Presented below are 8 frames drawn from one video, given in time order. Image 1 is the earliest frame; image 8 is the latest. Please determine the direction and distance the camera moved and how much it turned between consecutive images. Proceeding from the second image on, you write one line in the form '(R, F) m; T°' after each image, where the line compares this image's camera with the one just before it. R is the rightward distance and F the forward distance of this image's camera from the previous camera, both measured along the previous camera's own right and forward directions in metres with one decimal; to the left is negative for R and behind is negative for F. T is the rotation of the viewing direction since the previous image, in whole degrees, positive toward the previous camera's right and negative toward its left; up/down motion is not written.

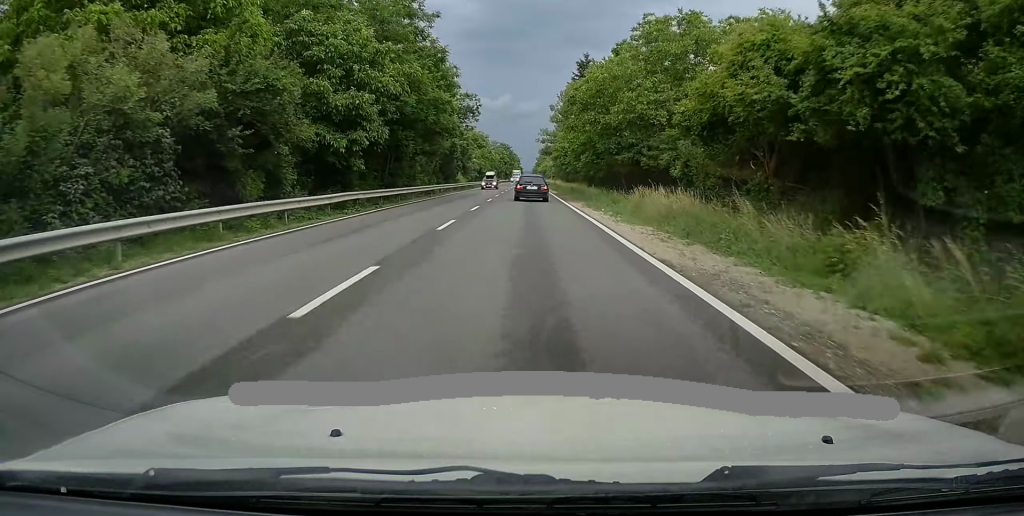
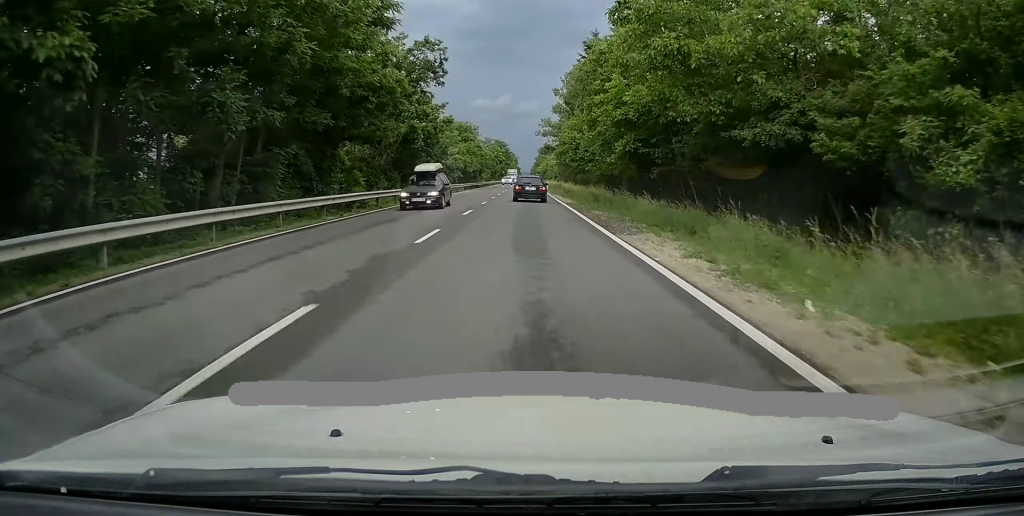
(0.0, +20.1) m; 0°
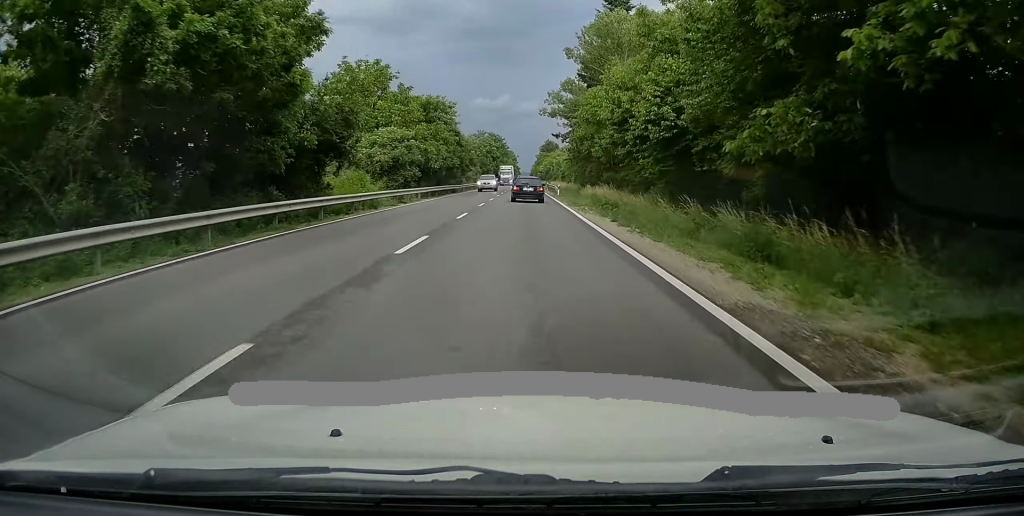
(0.0, +27.8) m; +1°
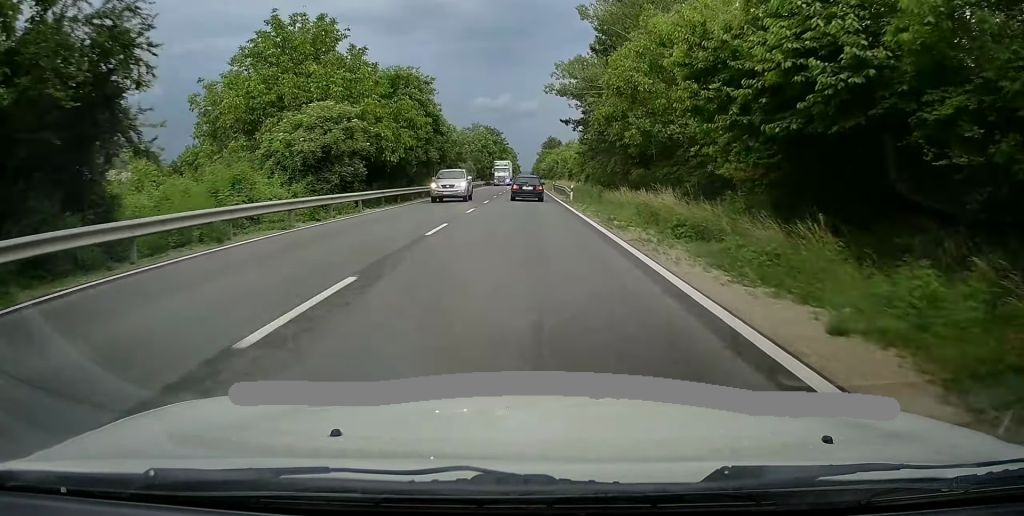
(0.0, +14.7) m; +1°
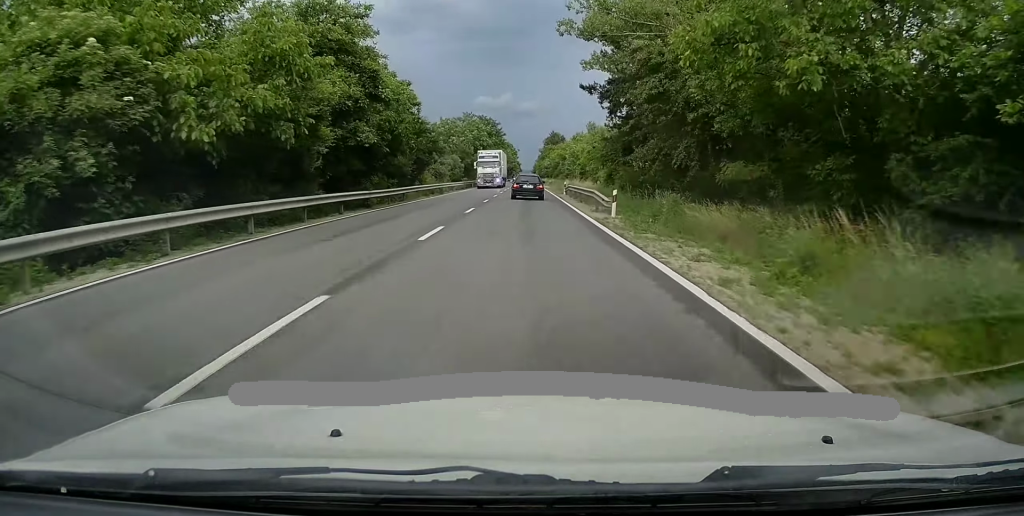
(+0.2, +18.6) m; +1°
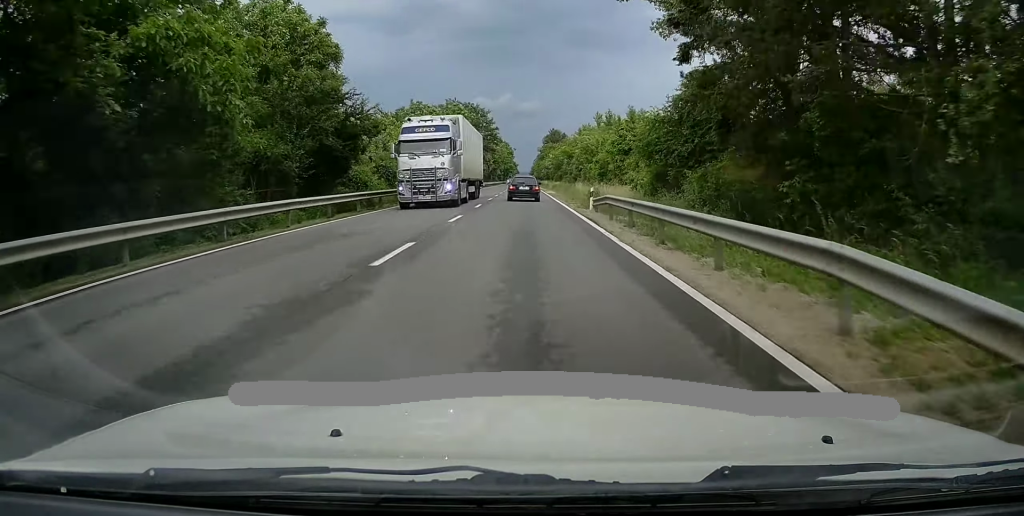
(0.0, +21.3) m; 0°
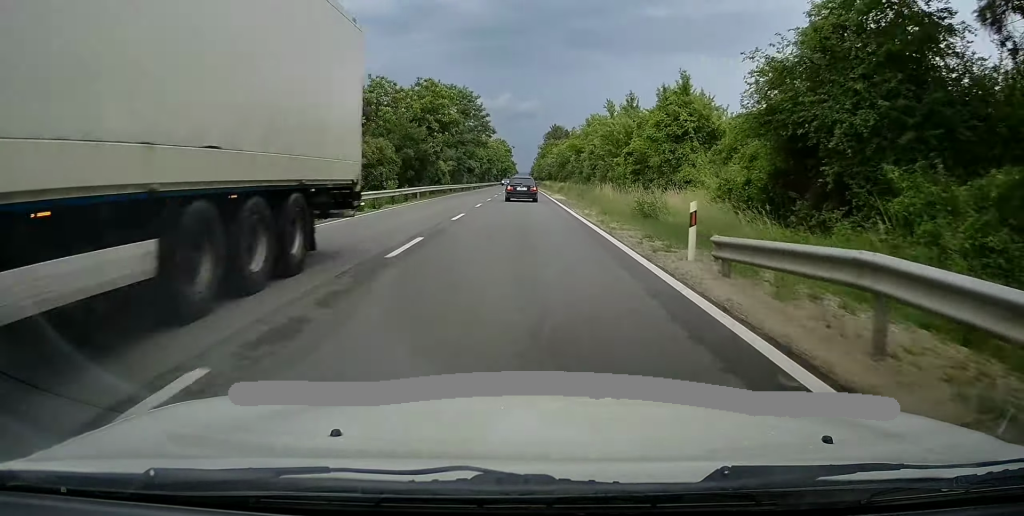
(0.0, +16.7) m; 0°
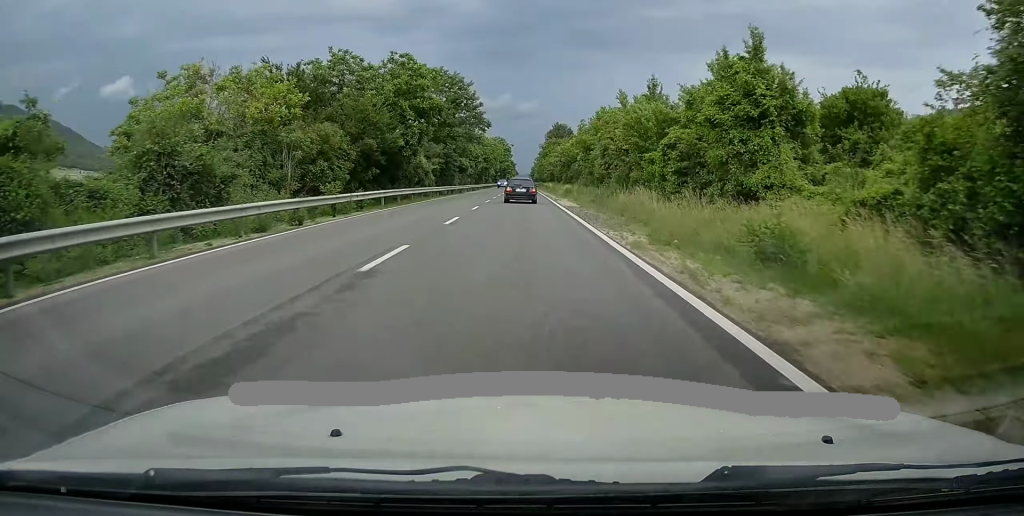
(0.0, +10.4) m; 0°
